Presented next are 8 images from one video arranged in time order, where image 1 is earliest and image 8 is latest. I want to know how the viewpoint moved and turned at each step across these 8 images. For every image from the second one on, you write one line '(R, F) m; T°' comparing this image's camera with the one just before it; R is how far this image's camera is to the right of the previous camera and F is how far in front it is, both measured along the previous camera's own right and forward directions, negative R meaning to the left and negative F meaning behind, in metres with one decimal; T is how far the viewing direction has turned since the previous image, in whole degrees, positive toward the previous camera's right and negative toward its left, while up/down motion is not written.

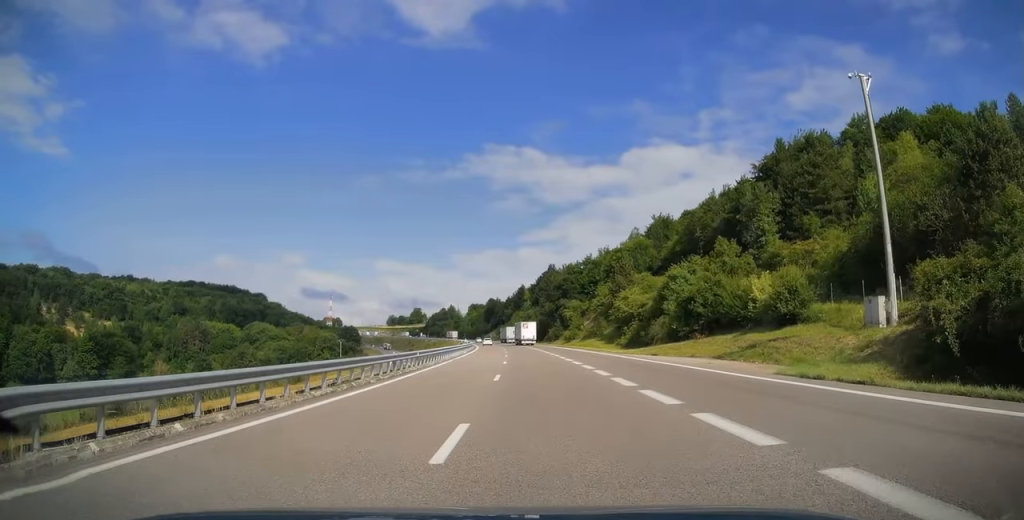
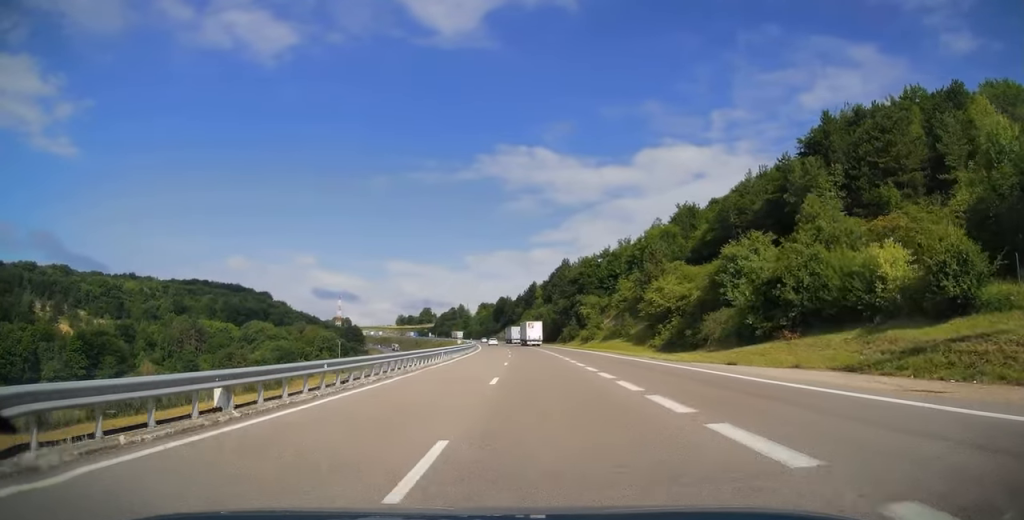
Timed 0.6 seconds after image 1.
(0.0, +14.8) m; -1°
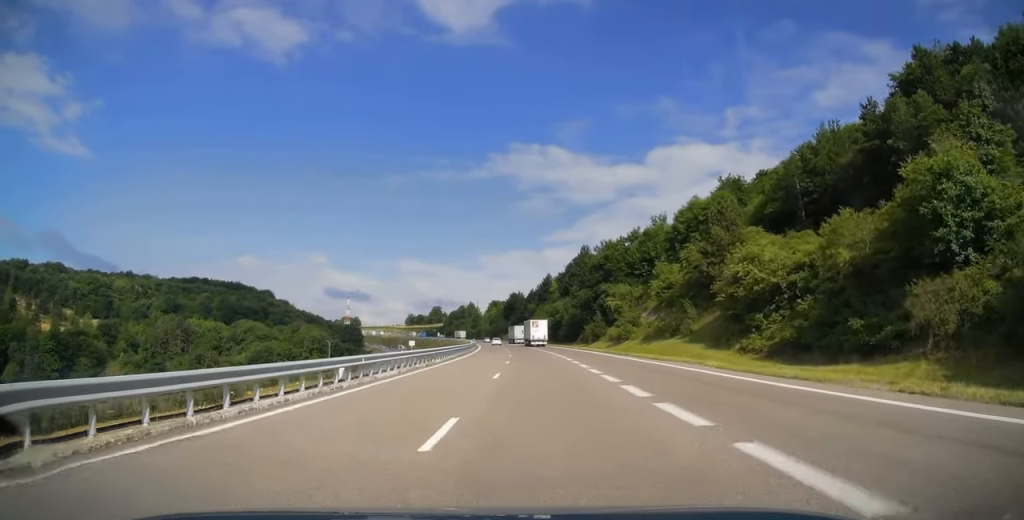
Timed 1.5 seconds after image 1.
(-0.3, +24.2) m; -2°
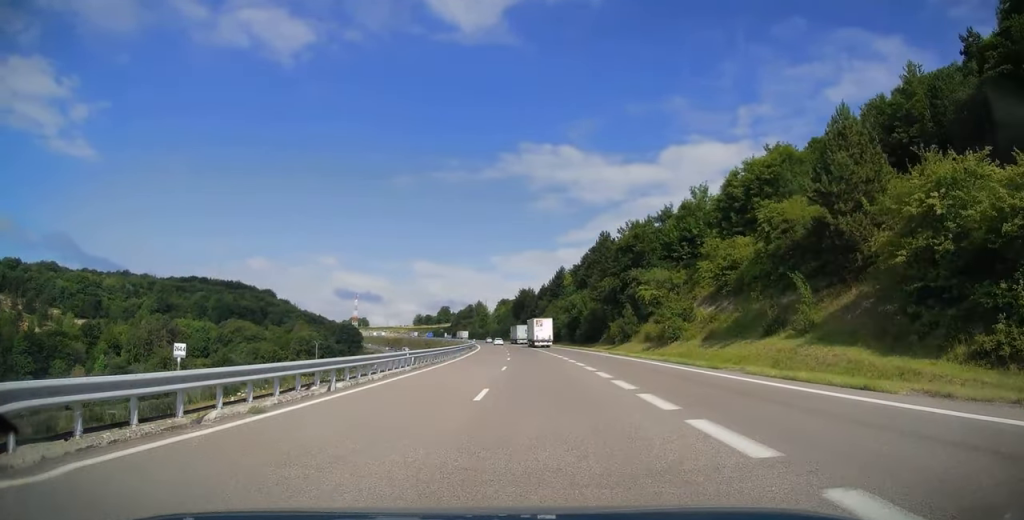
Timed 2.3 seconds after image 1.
(-0.4, +20.5) m; -1°
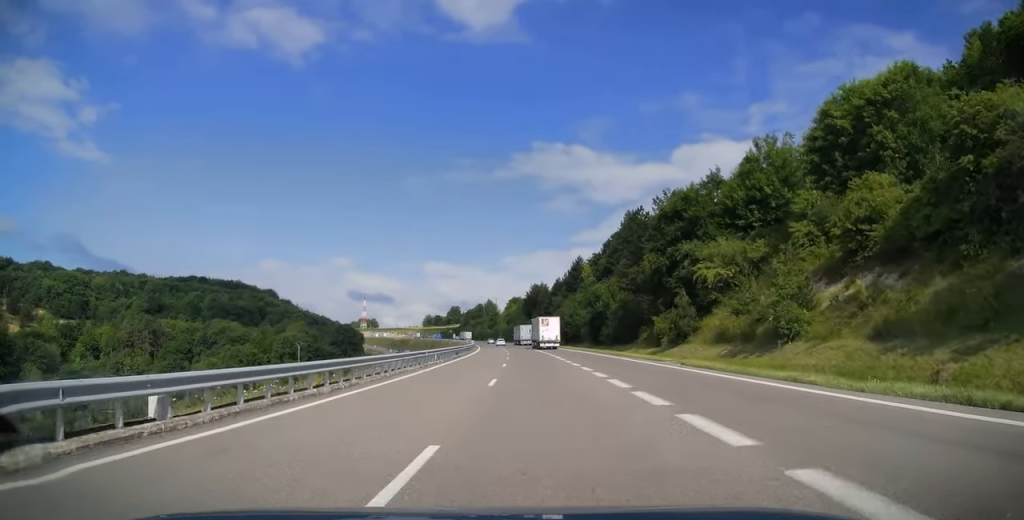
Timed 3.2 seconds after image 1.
(-0.2, +21.9) m; -1°
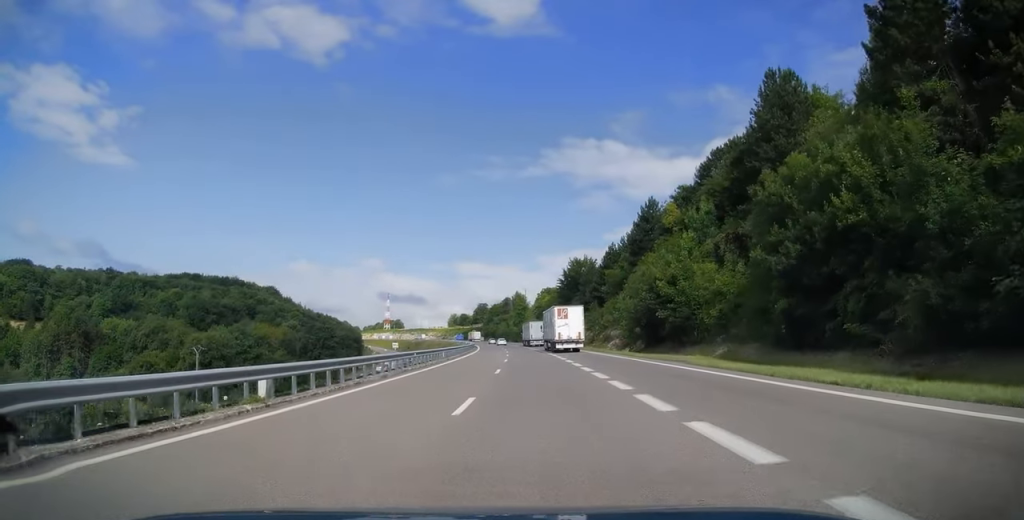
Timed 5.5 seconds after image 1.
(-1.6, +60.1) m; -4°
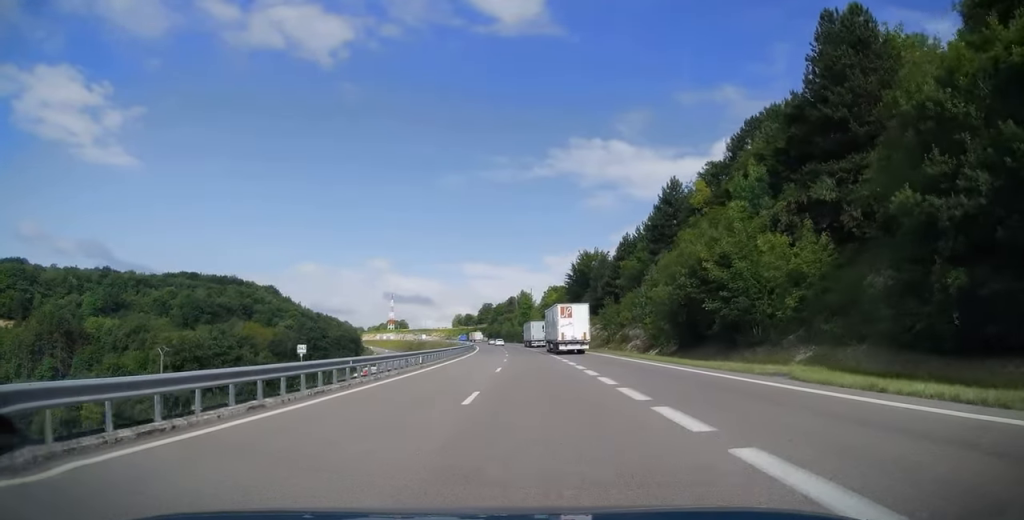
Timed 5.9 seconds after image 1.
(-0.1, +11.3) m; -1°
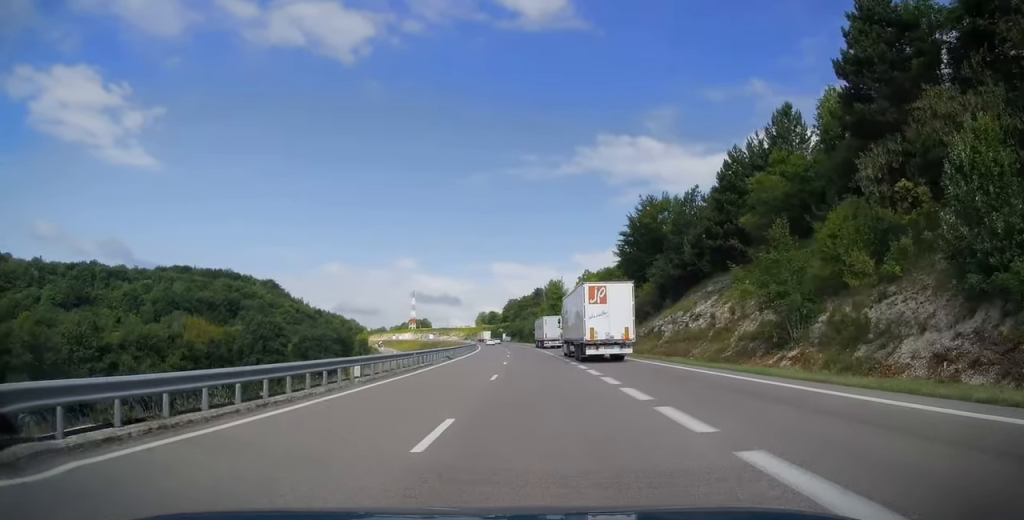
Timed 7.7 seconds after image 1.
(-0.8, +45.5) m; -2°
